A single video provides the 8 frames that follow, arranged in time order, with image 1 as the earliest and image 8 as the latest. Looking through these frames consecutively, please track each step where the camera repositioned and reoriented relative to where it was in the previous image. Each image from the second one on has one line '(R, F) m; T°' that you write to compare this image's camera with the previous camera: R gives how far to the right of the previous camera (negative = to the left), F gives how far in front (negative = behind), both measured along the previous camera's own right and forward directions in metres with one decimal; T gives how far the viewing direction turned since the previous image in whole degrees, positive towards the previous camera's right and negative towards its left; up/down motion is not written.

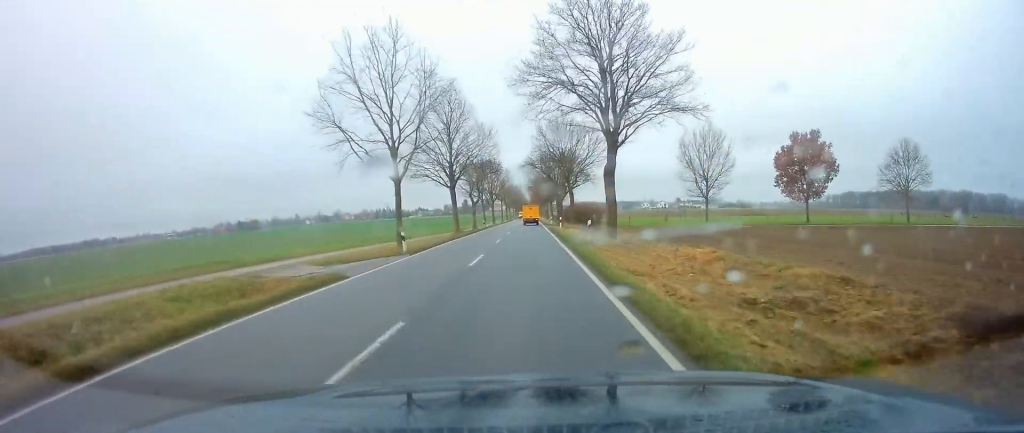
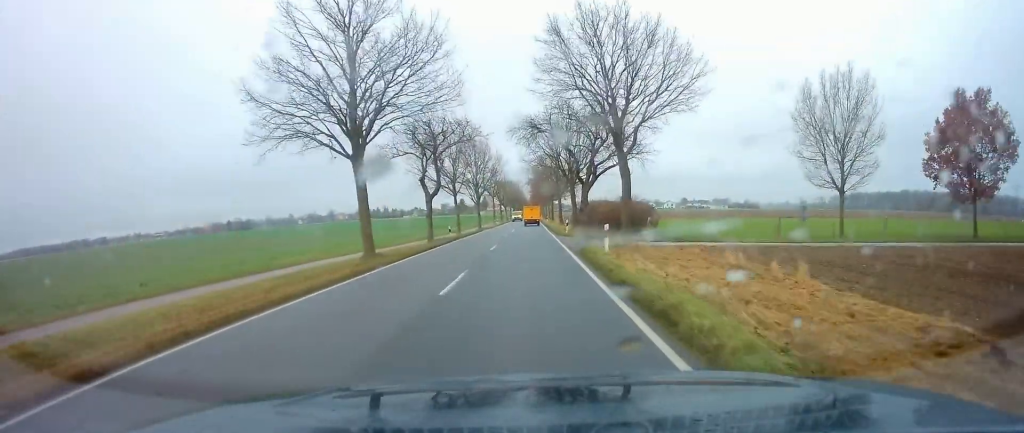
(0.0, +28.8) m; 0°
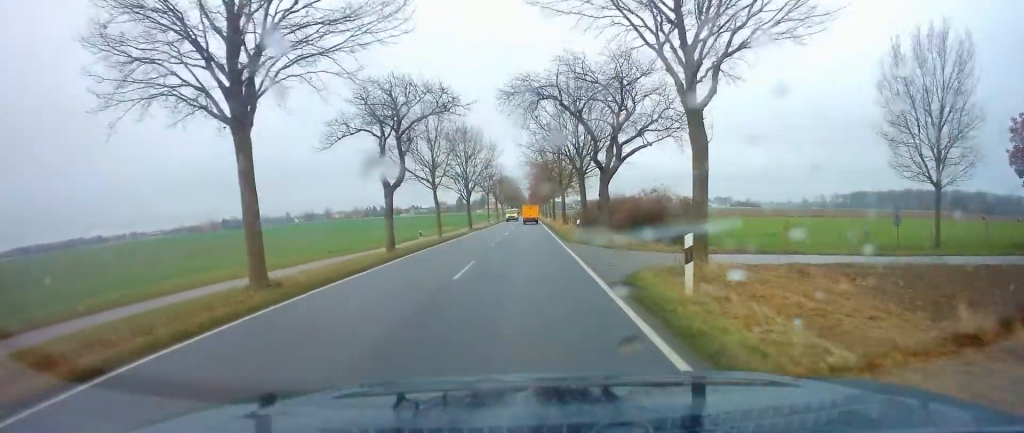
(+0.1, +10.0) m; 0°
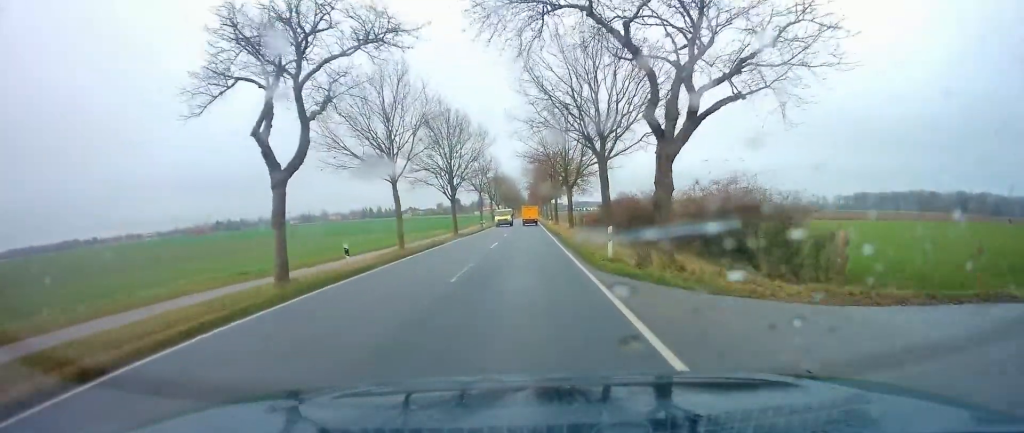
(-0.3, +11.9) m; 0°
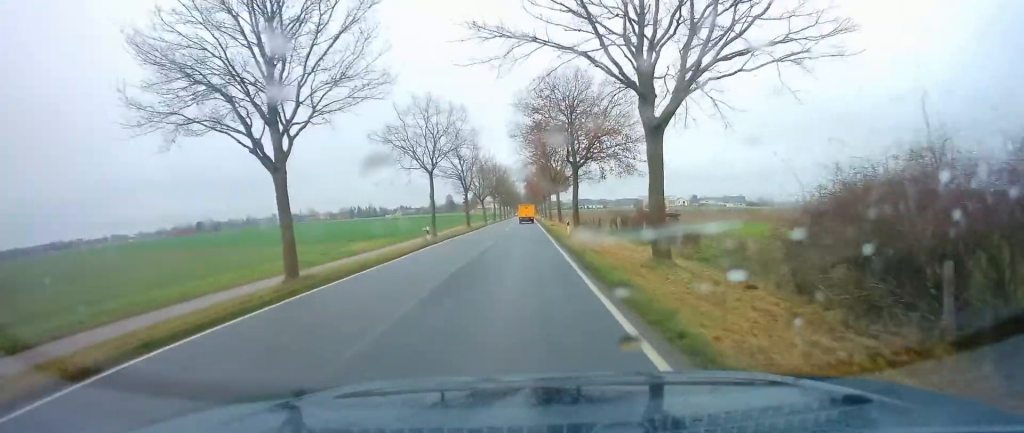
(+0.1, +36.3) m; +1°
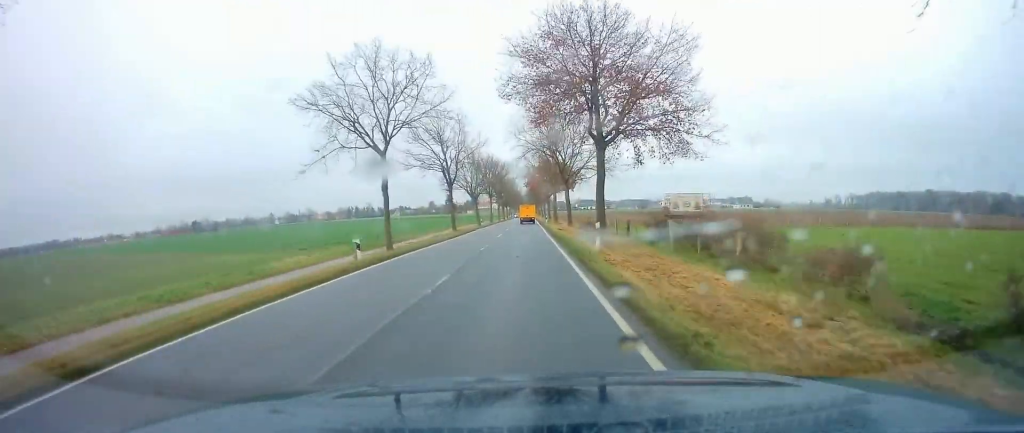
(+0.1, +13.9) m; 0°
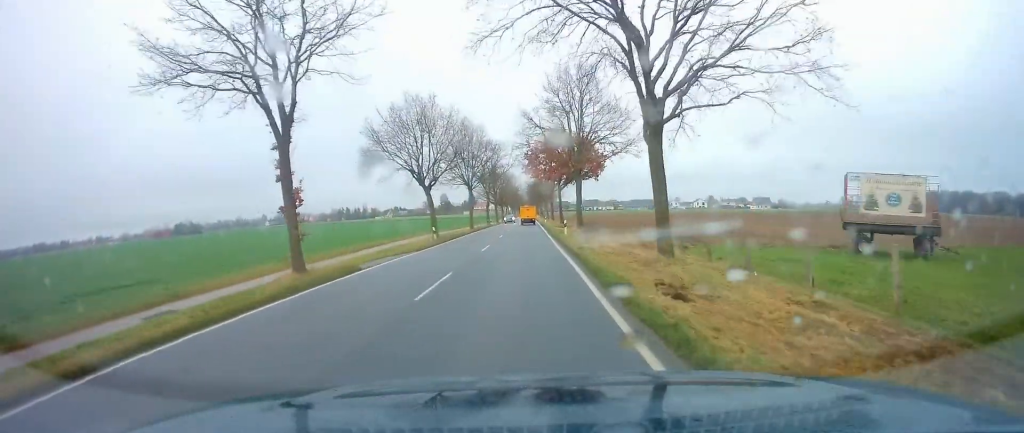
(-0.1, +35.4) m; 0°
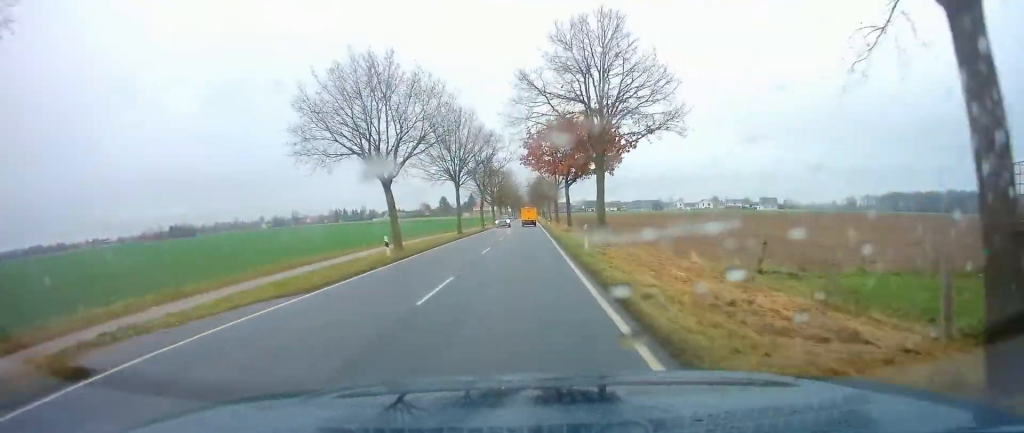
(-0.1, +11.9) m; 0°
